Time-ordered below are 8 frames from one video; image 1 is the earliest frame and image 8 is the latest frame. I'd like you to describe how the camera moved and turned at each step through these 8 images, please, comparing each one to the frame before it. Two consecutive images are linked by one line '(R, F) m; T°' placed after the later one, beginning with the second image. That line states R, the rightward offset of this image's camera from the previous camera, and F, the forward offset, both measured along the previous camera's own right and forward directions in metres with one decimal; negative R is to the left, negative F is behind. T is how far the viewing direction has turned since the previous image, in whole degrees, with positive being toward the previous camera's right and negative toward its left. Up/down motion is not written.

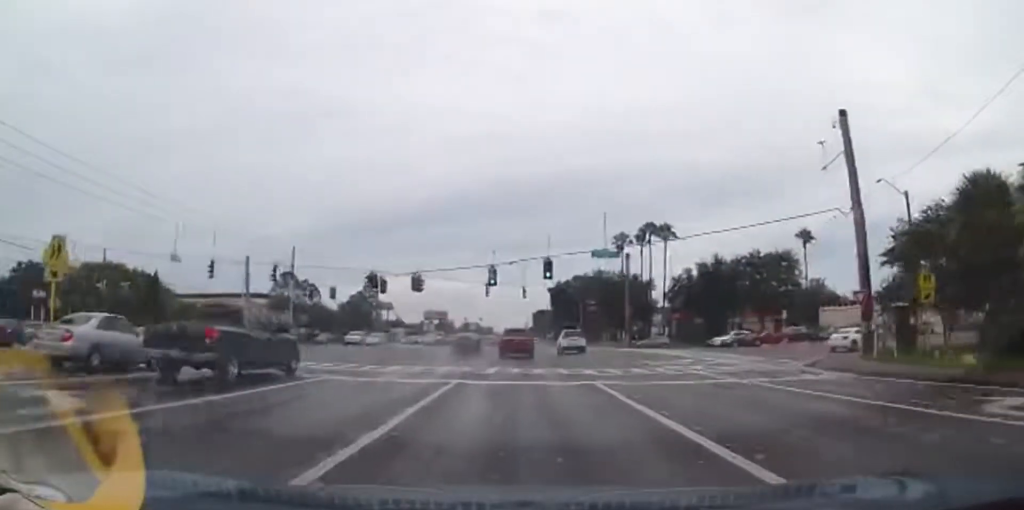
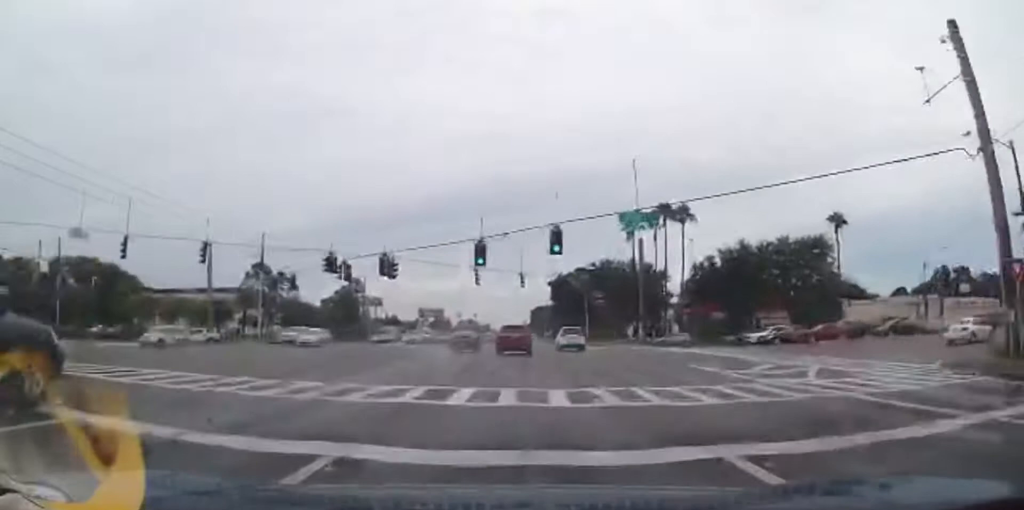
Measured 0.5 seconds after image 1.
(+0.1, +9.8) m; 0°
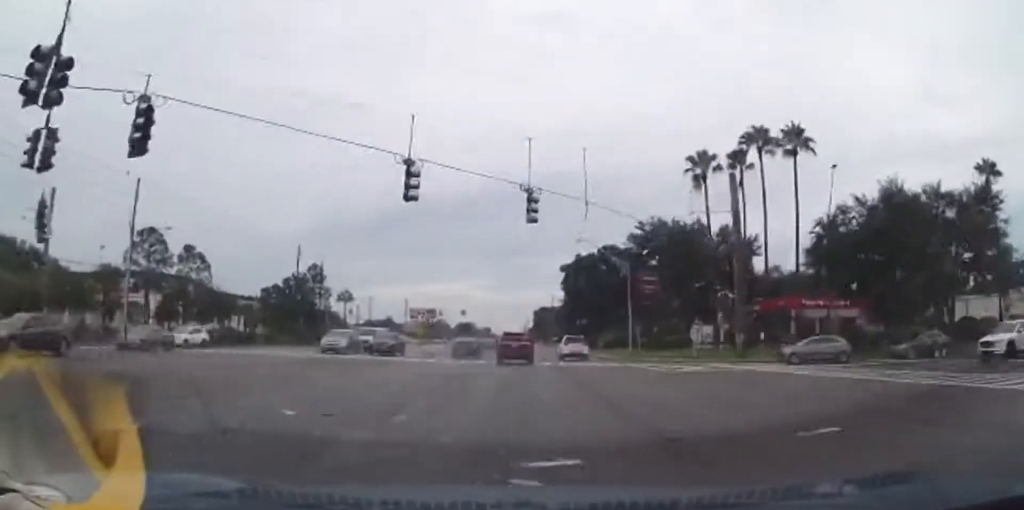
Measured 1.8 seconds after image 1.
(+0.1, +28.7) m; 0°
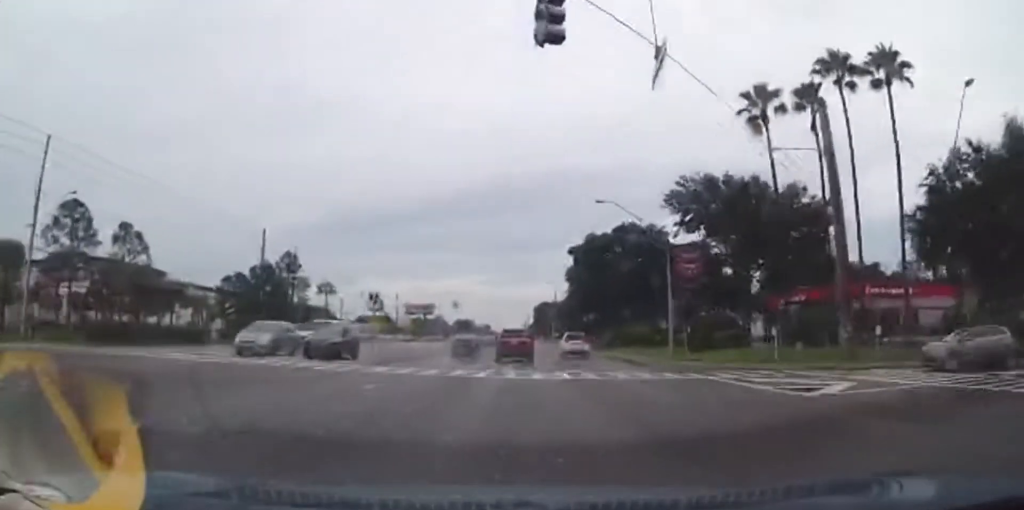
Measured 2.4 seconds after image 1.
(-0.2, +12.4) m; 0°
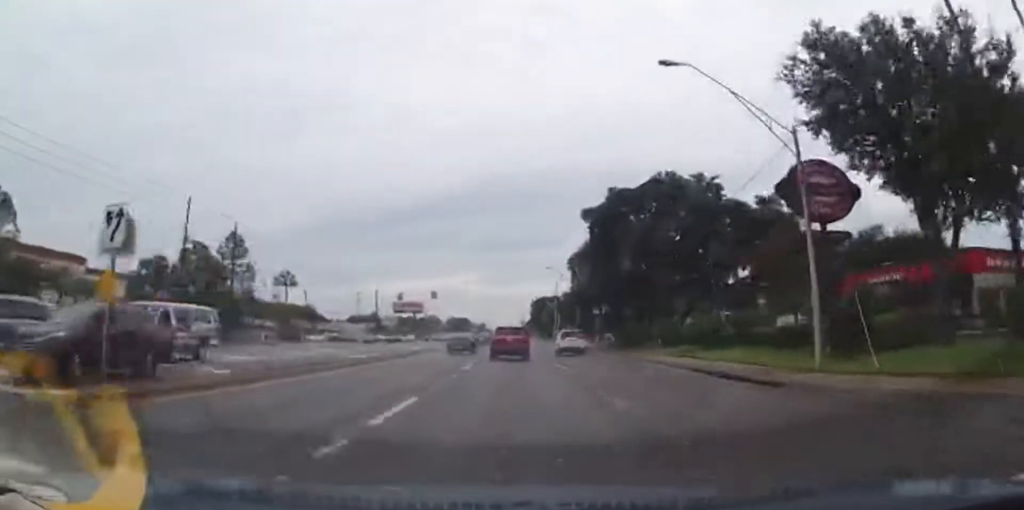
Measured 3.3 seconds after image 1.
(0.0, +17.8) m; 0°
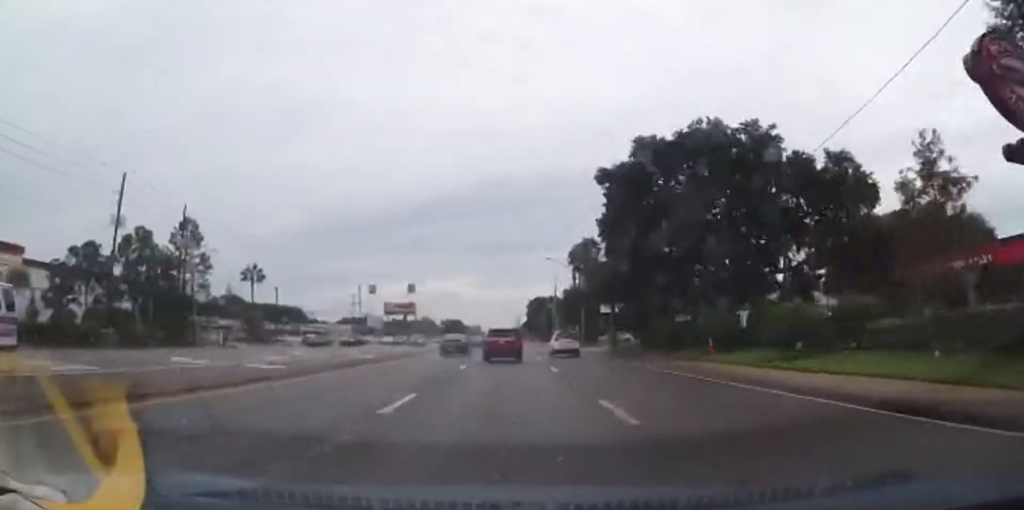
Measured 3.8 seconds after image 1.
(+0.1, +10.9) m; 0°
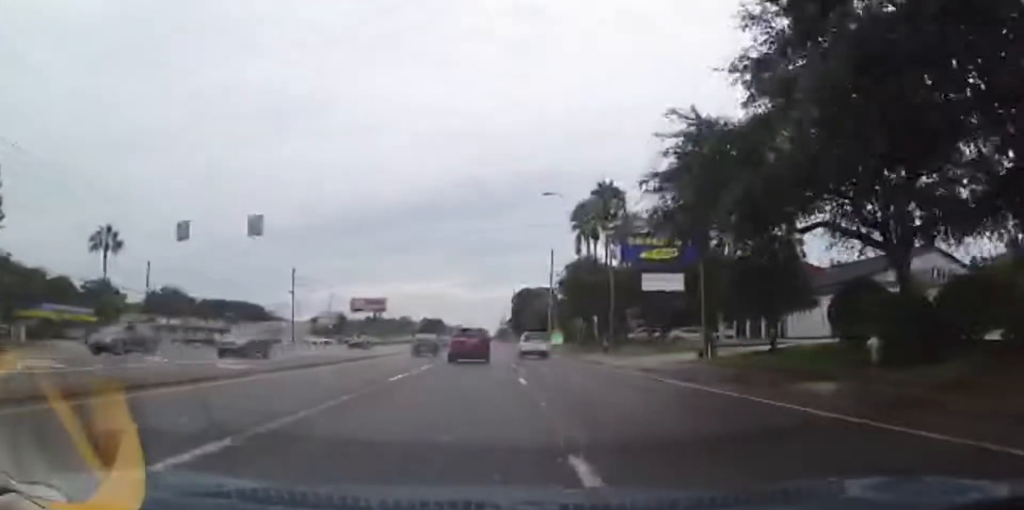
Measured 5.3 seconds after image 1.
(+0.1, +30.7) m; +1°
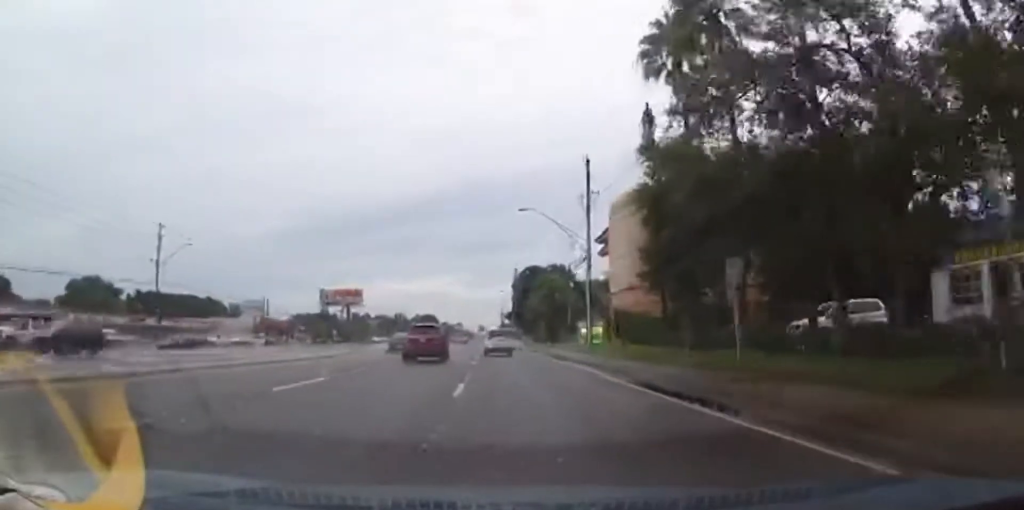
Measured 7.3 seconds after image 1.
(+0.1, +40.0) m; 0°
